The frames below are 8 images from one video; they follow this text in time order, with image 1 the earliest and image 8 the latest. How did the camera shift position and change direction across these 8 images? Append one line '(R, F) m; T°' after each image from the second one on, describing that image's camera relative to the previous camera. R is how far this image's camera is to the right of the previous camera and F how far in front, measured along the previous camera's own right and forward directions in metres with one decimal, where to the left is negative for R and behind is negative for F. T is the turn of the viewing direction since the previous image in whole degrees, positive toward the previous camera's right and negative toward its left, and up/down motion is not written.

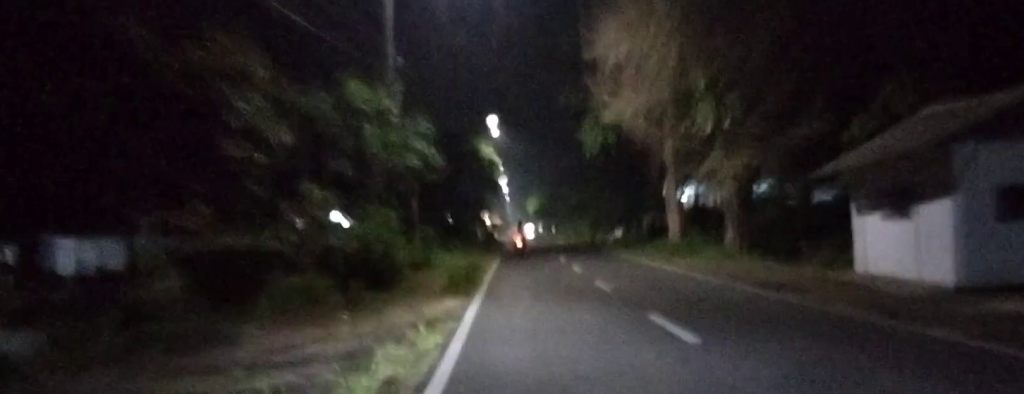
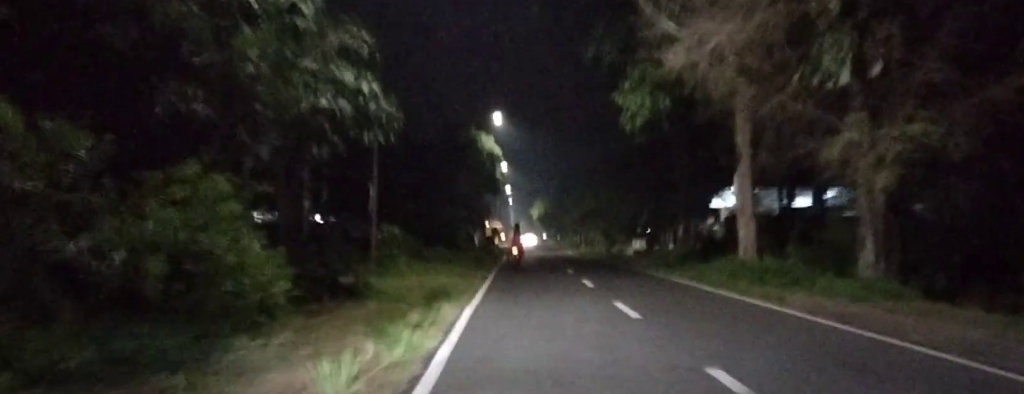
(+0.1, +10.8) m; +2°
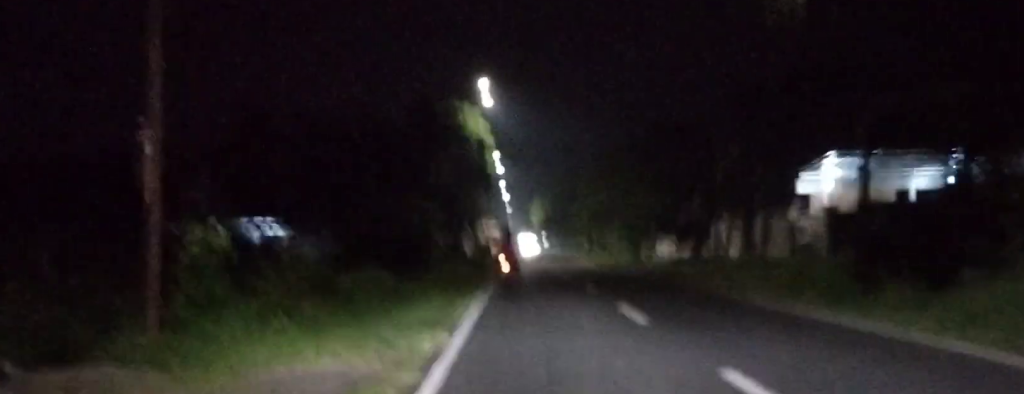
(+0.4, +15.8) m; +1°
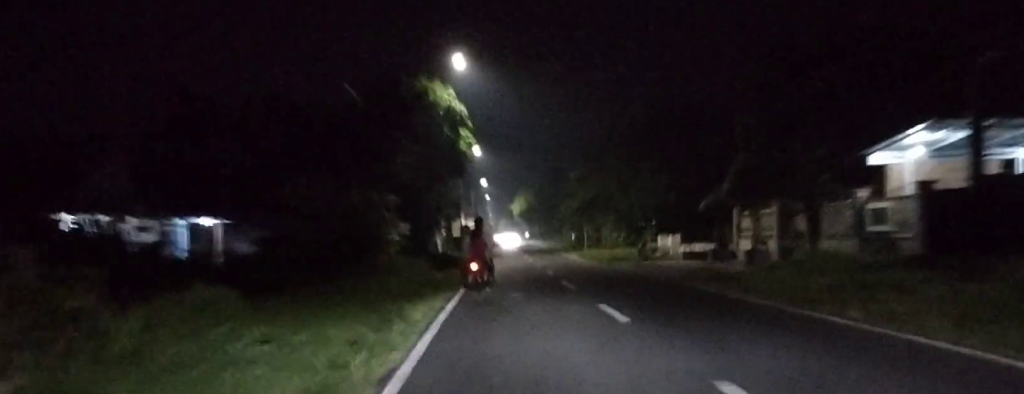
(0.0, +8.2) m; 0°
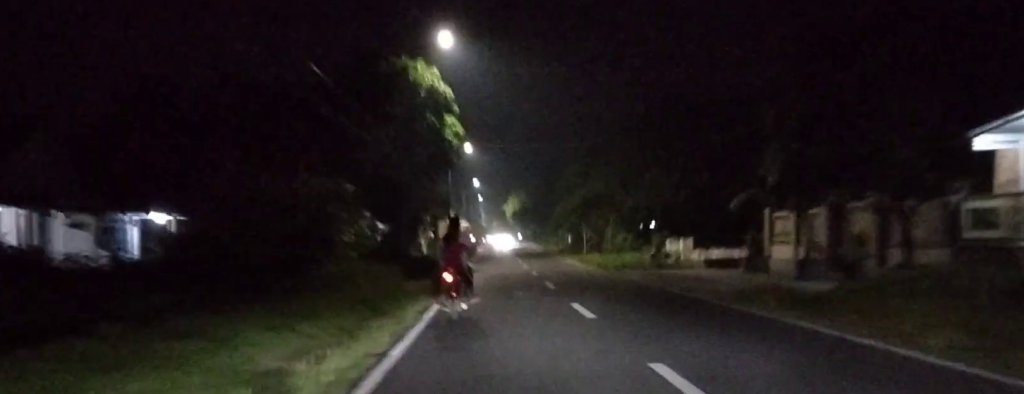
(0.0, +6.4) m; 0°
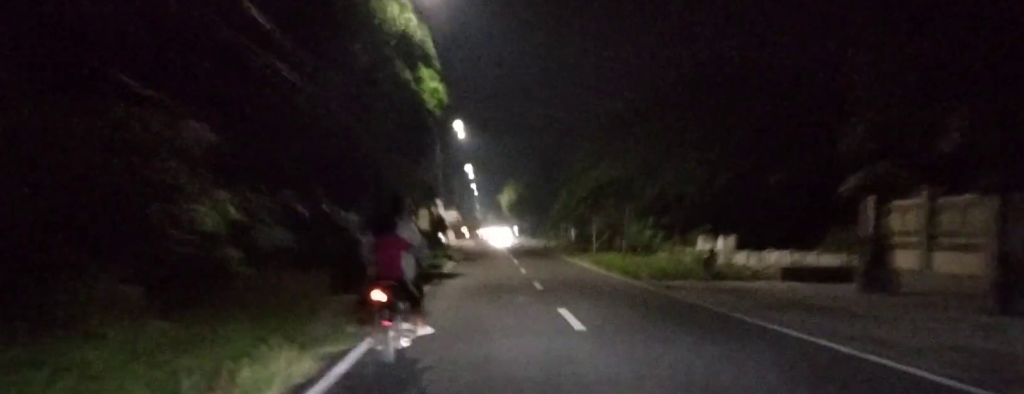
(0.0, +10.0) m; -1°
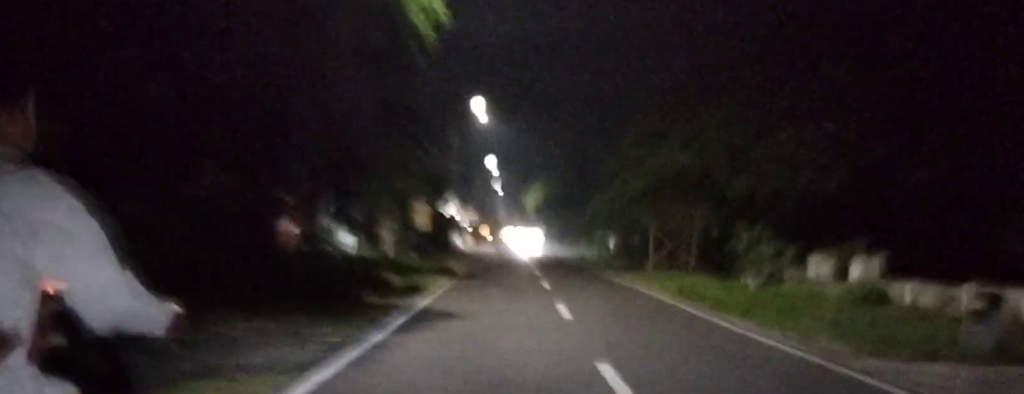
(-0.3, +12.9) m; -3°
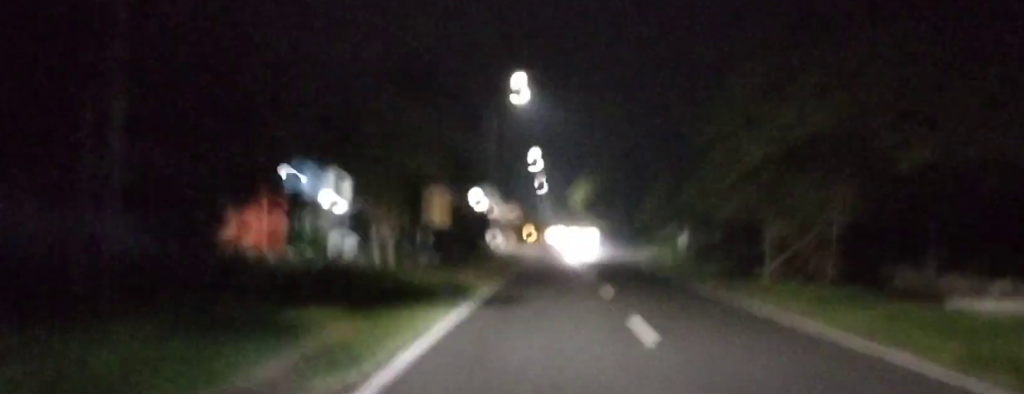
(-0.2, +11.2) m; -1°
